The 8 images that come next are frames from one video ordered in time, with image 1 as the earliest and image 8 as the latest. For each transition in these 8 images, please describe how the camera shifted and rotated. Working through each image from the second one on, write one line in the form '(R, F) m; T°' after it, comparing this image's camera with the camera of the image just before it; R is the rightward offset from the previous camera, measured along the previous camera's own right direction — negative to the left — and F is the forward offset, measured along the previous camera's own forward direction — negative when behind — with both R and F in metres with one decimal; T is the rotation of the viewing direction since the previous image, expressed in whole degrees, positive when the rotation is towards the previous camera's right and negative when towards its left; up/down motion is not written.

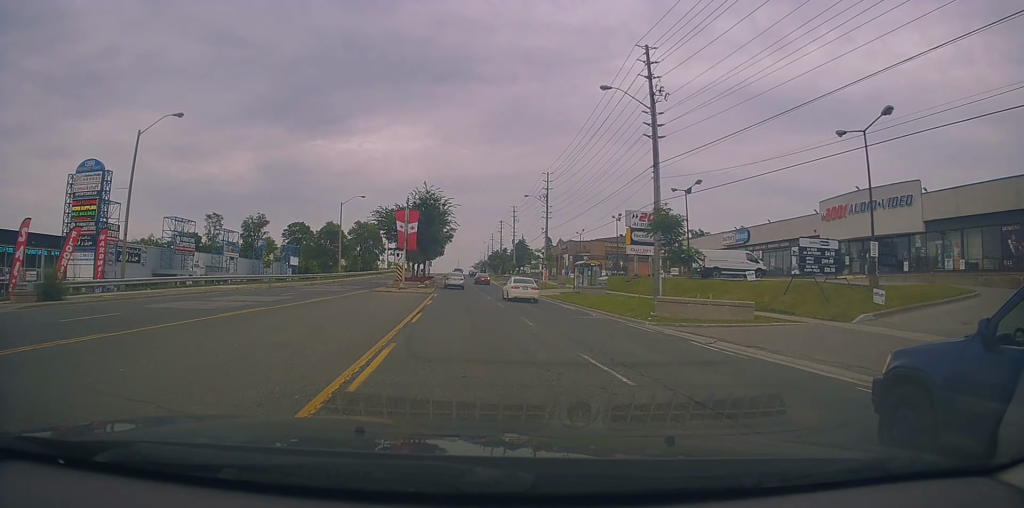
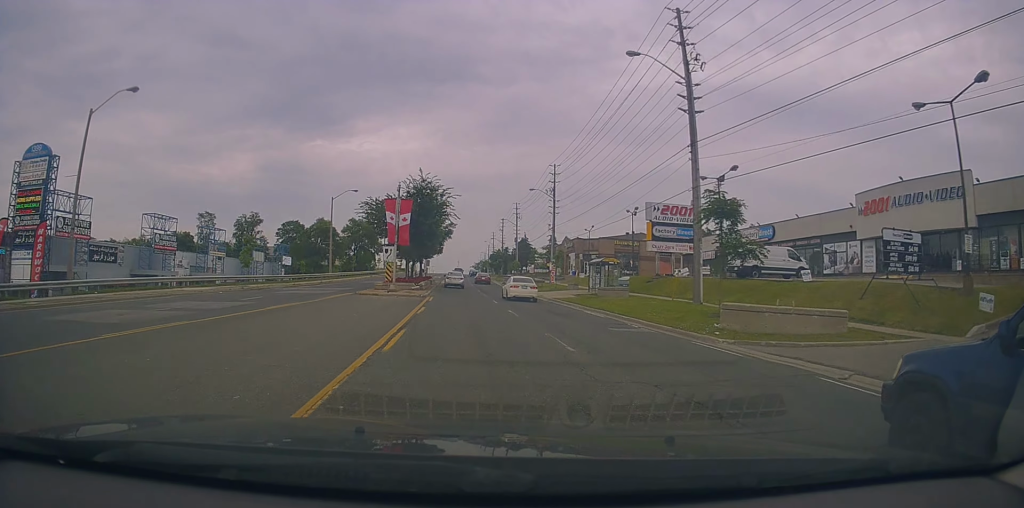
(+0.2, +6.0) m; 0°
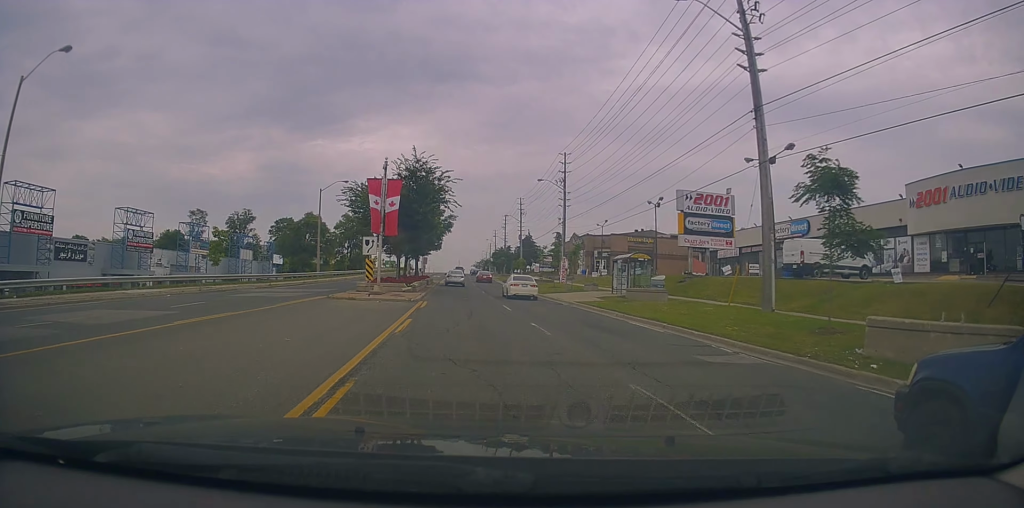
(-0.3, +6.6) m; -1°
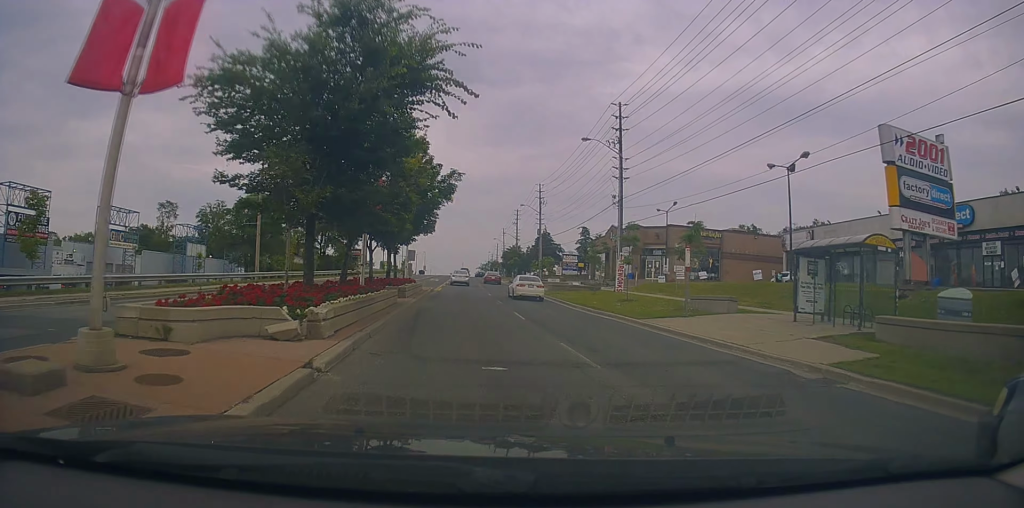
(-0.2, +21.9) m; -1°
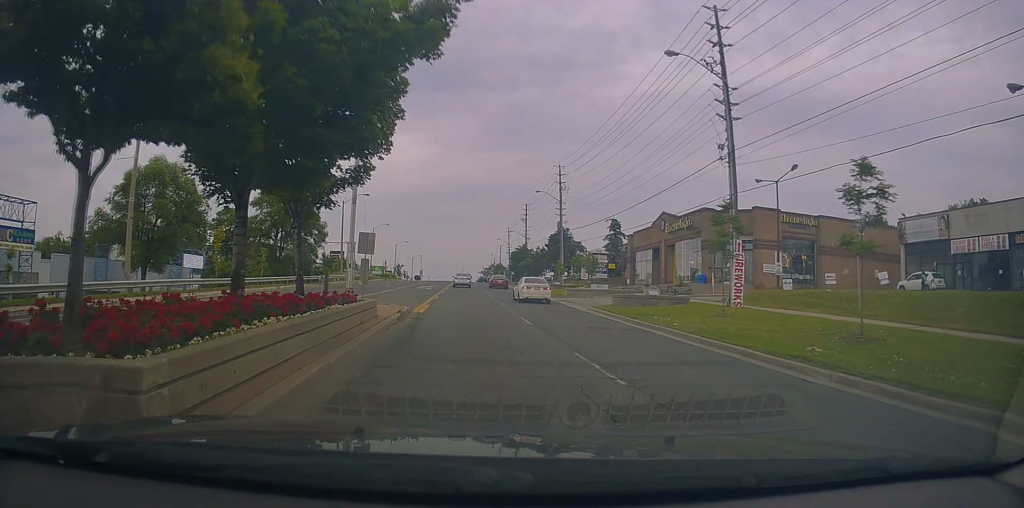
(0.0, +19.2) m; +1°
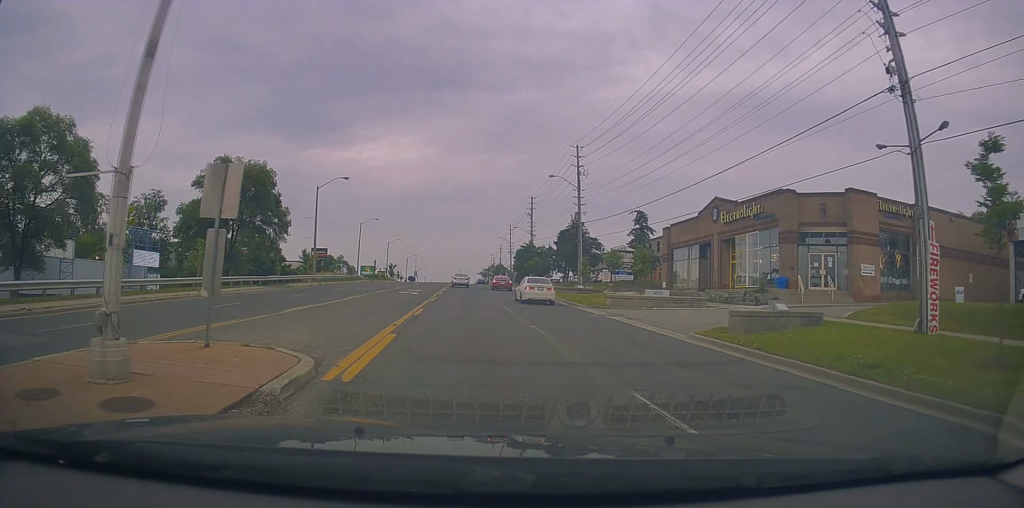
(+0.2, +12.8) m; 0°
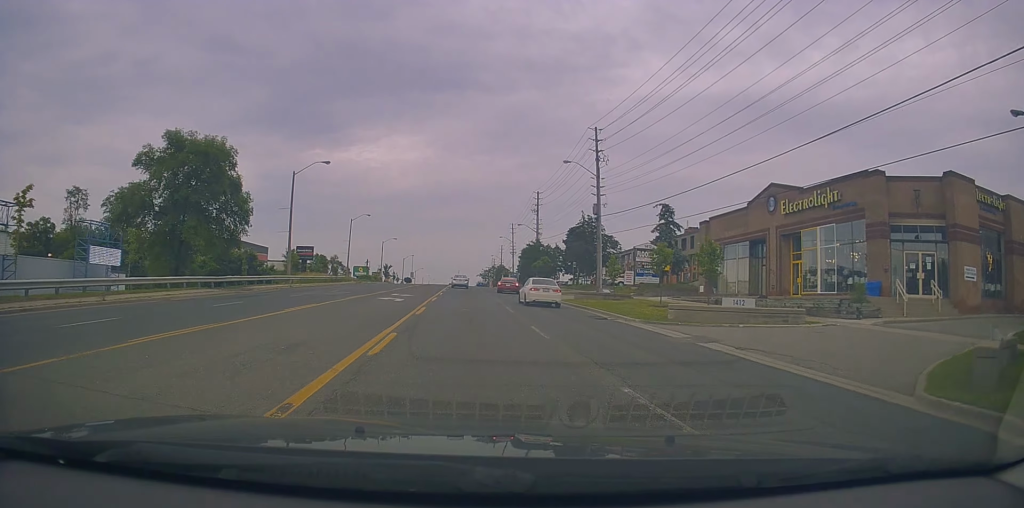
(+0.2, +8.8) m; -2°
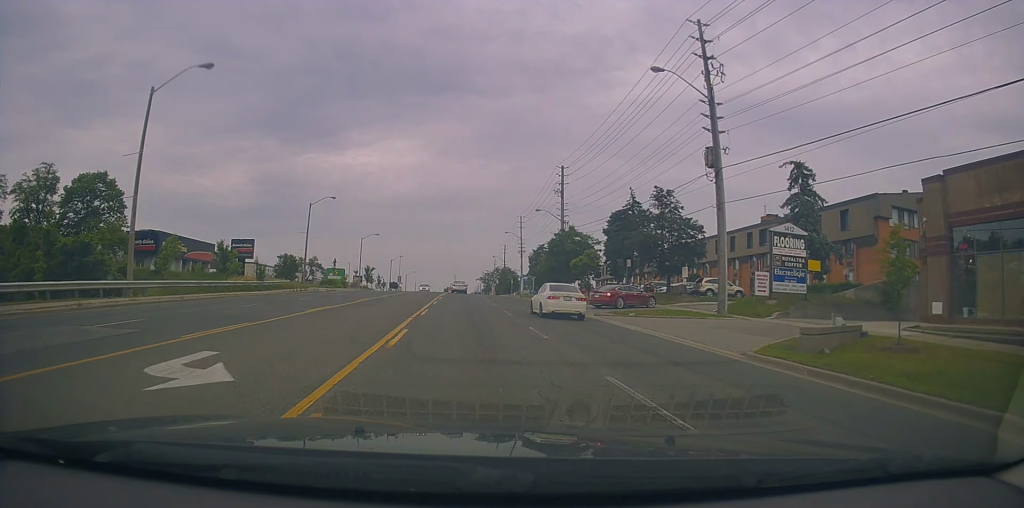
(0.0, +25.5) m; +3°
